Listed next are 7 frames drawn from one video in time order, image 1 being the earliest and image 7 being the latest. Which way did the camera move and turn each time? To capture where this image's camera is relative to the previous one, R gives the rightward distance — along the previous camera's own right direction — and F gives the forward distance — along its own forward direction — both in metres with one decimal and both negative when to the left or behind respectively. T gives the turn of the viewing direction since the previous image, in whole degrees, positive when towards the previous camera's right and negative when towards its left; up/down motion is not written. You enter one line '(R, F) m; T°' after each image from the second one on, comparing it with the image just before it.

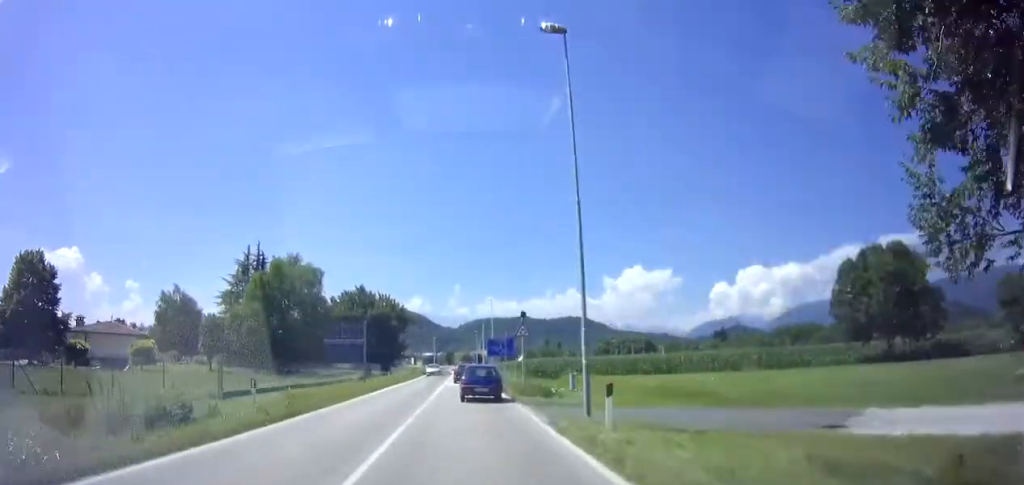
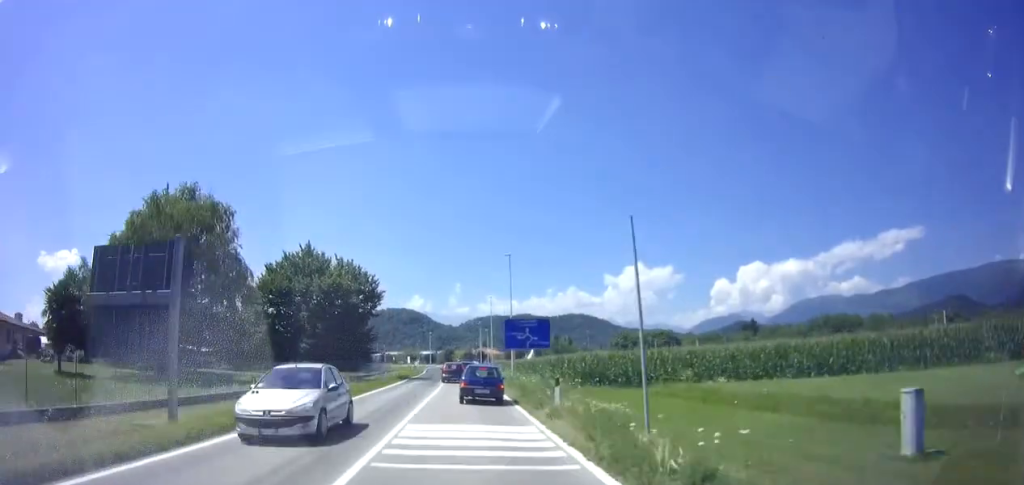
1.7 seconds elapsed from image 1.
(0.0, +25.7) m; 0°
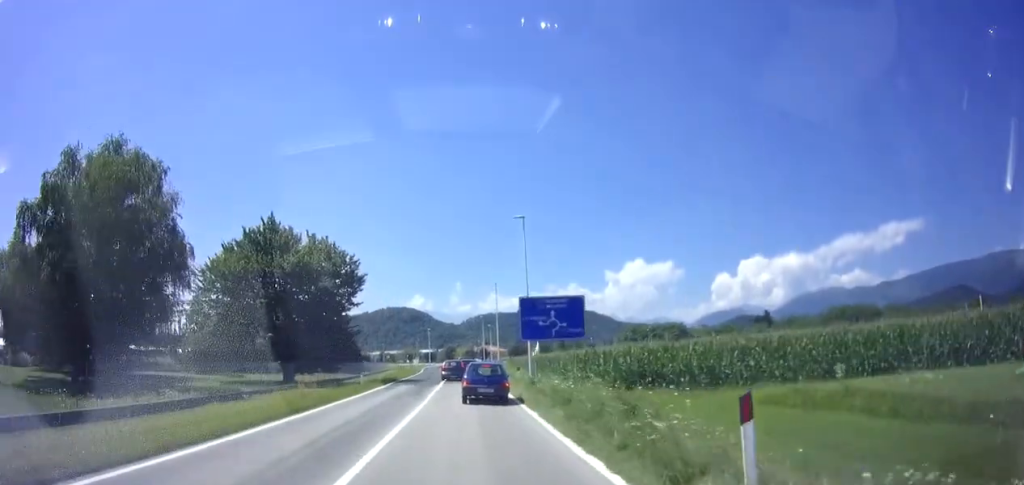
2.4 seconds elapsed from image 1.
(-0.1, +9.5) m; -1°
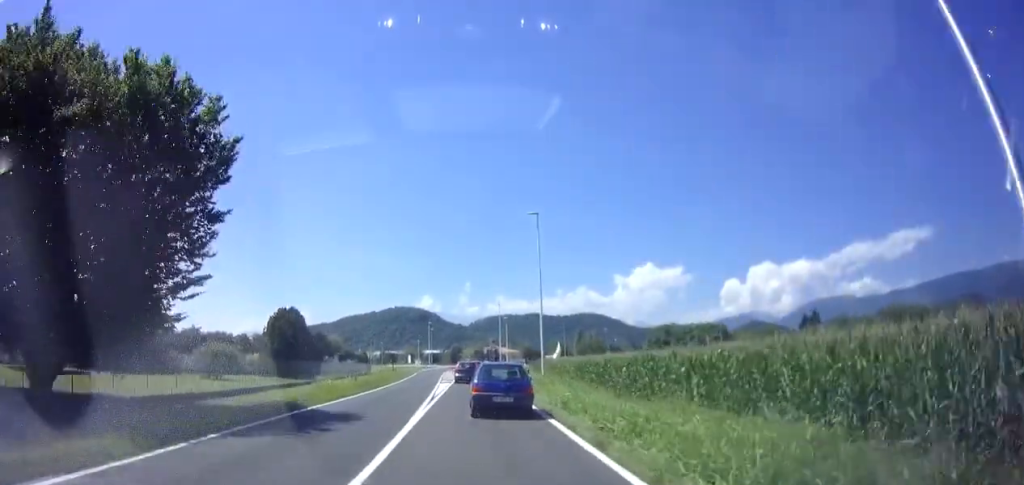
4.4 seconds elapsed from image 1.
(+0.3, +26.6) m; 0°
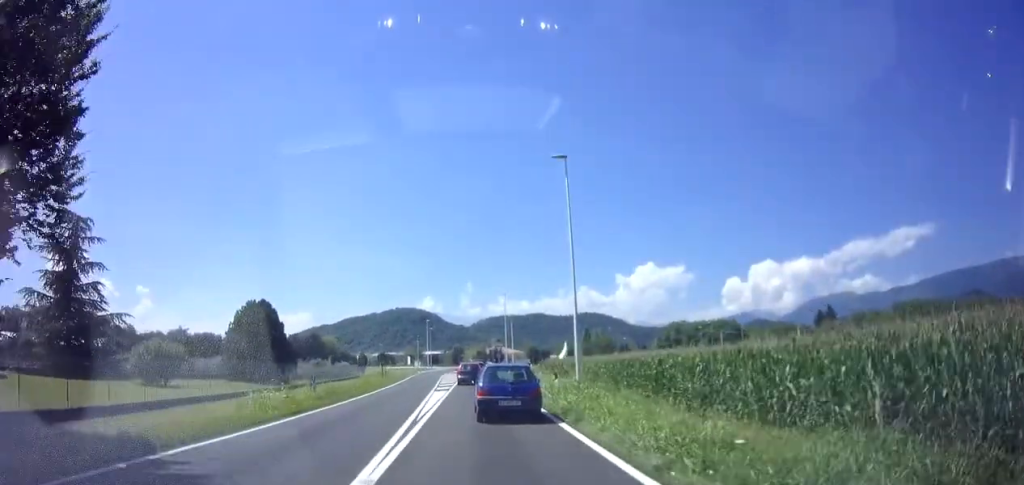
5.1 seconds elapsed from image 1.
(-0.1, +8.3) m; -2°
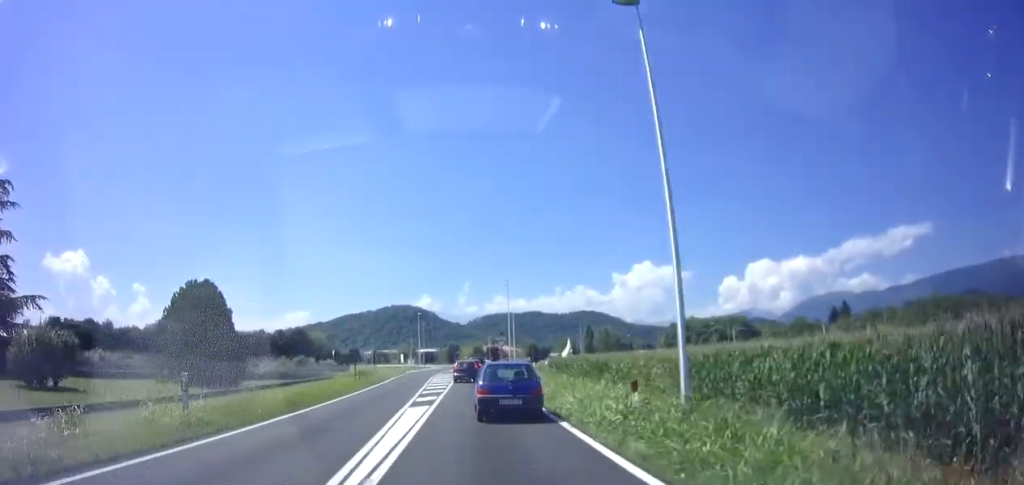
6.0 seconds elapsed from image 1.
(-0.2, +10.0) m; -1°
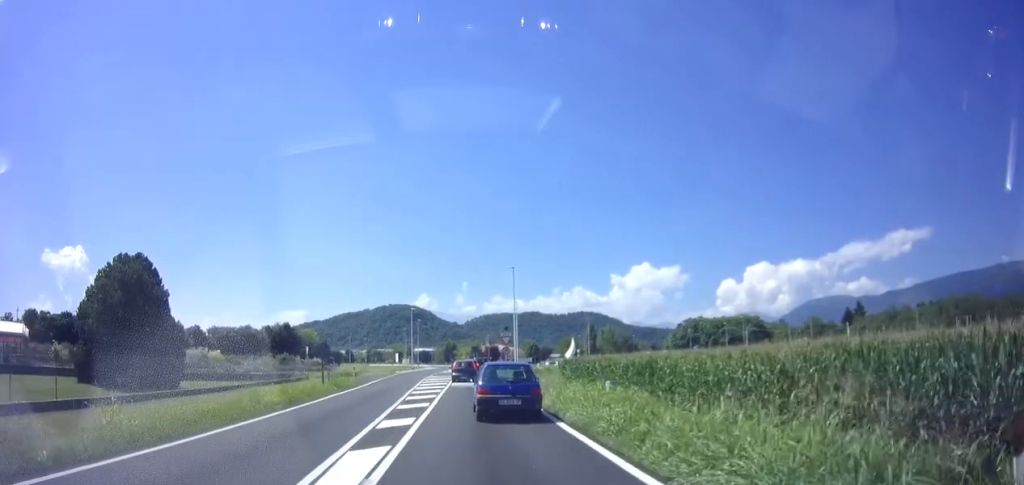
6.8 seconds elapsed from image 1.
(0.0, +8.1) m; +2°
